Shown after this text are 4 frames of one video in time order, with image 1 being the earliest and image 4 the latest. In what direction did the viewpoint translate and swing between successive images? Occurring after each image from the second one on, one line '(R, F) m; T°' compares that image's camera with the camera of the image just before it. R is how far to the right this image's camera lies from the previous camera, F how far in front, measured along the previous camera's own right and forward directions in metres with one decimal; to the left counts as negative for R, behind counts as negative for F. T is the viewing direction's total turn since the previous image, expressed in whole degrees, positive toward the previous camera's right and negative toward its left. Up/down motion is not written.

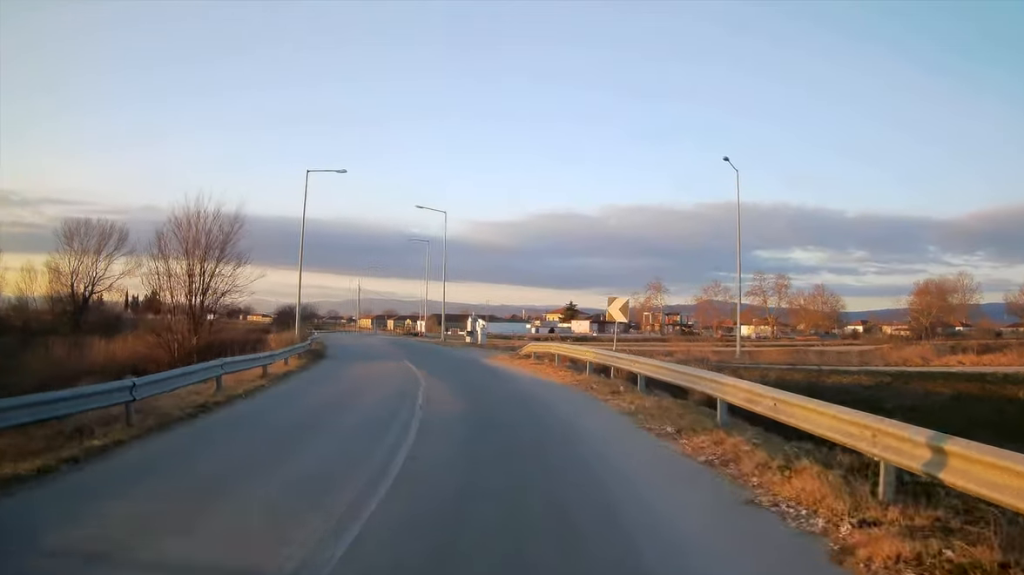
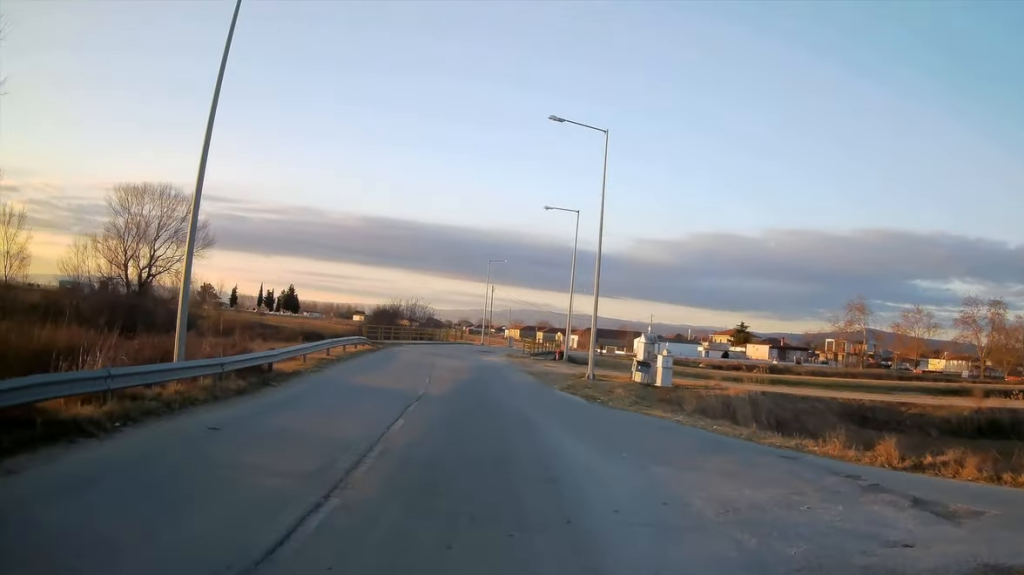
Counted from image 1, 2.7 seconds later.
(-1.5, +25.4) m; -8°
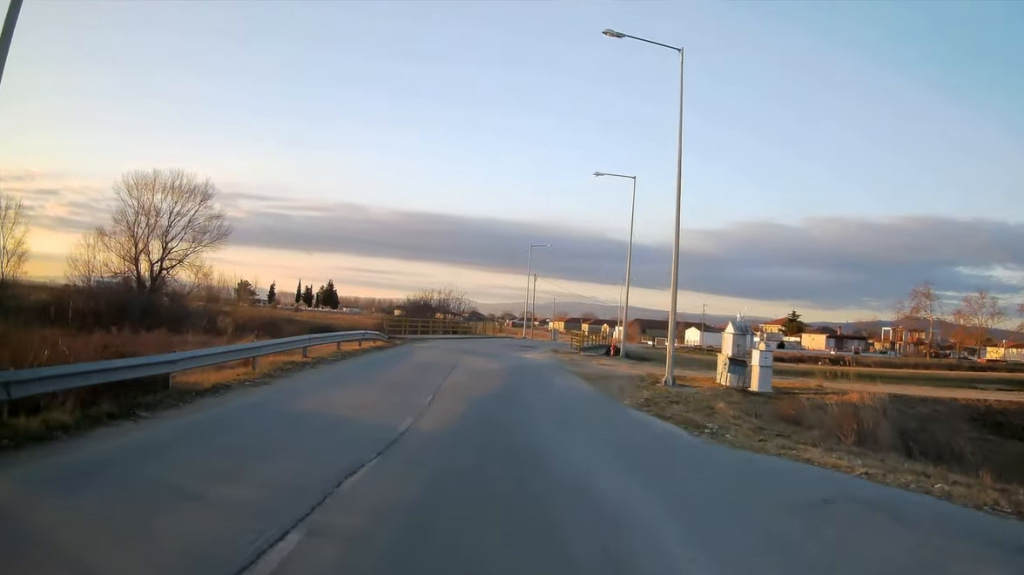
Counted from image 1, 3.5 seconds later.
(-0.1, +7.0) m; -3°
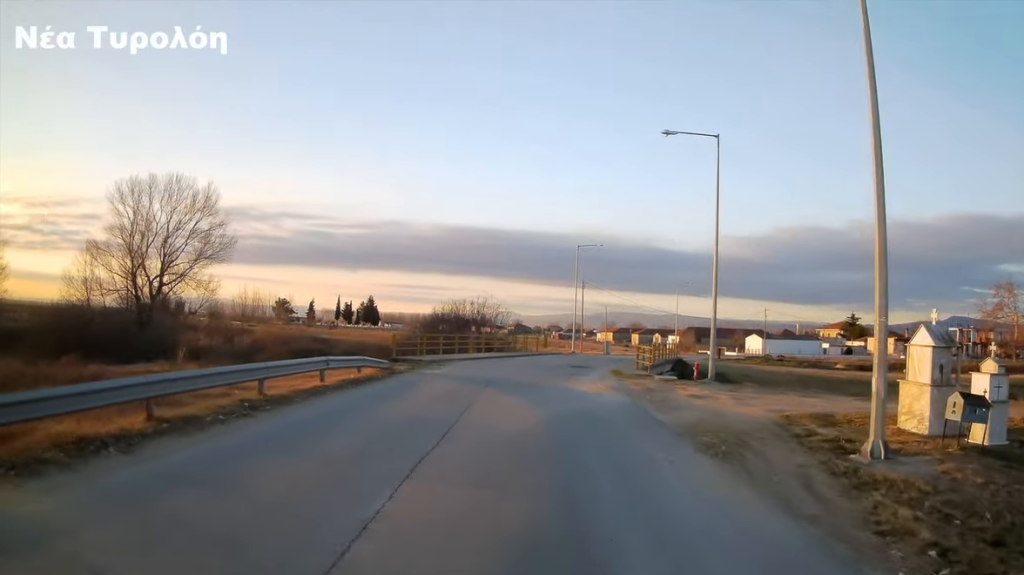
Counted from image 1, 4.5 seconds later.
(-0.3, +9.4) m; -6°
